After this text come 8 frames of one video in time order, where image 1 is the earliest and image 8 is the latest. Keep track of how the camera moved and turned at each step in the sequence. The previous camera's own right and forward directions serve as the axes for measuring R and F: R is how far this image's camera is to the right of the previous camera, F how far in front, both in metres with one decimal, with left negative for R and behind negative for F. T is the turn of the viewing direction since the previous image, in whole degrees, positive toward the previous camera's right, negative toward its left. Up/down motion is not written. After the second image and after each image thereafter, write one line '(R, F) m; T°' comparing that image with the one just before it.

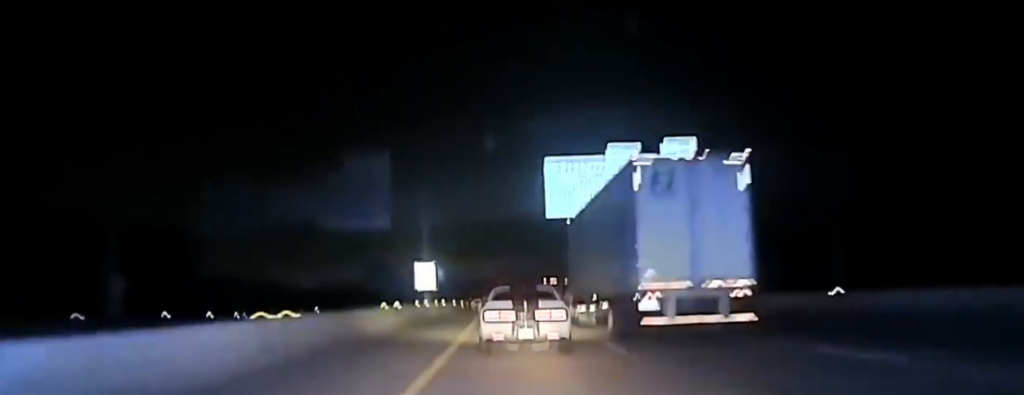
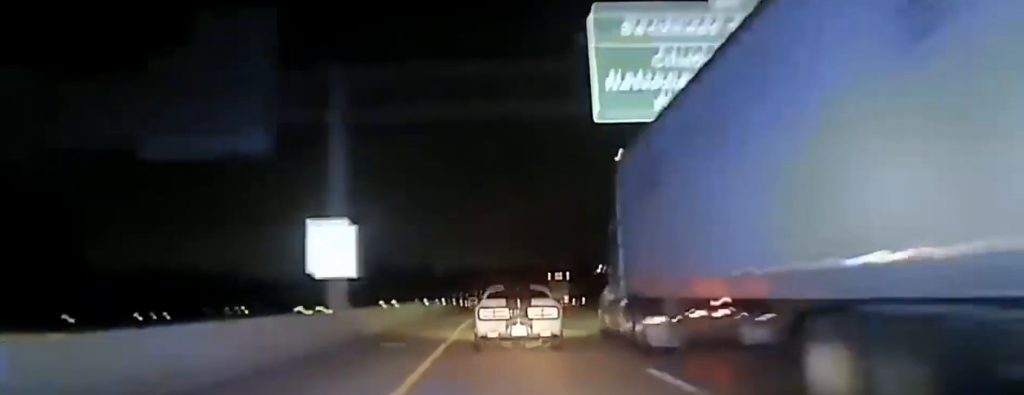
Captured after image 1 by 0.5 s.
(0.0, +31.2) m; 0°
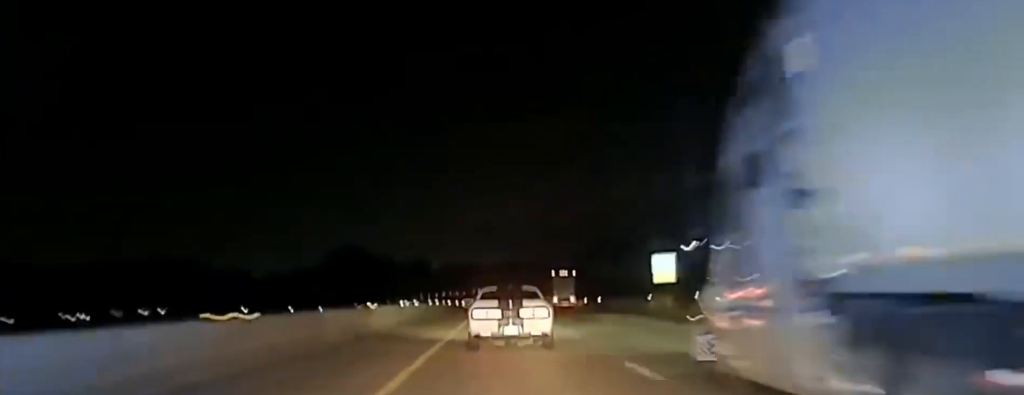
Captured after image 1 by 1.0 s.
(0.0, +25.4) m; 0°
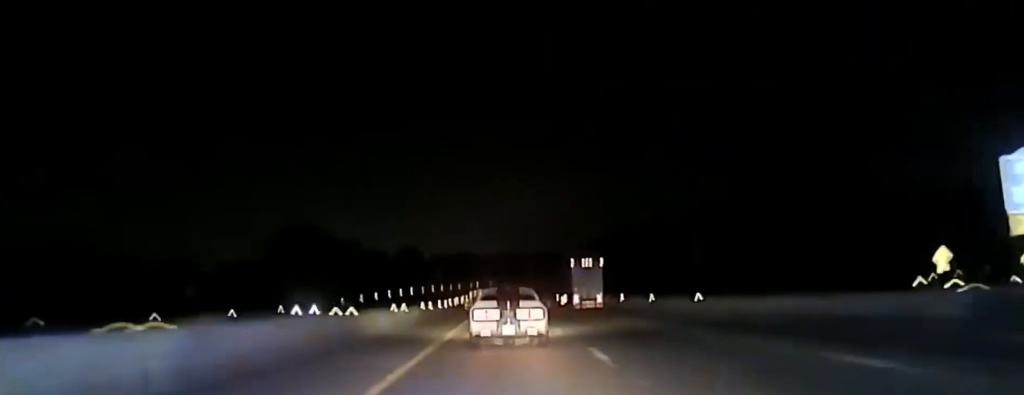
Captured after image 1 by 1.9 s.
(+0.2, +54.9) m; 0°
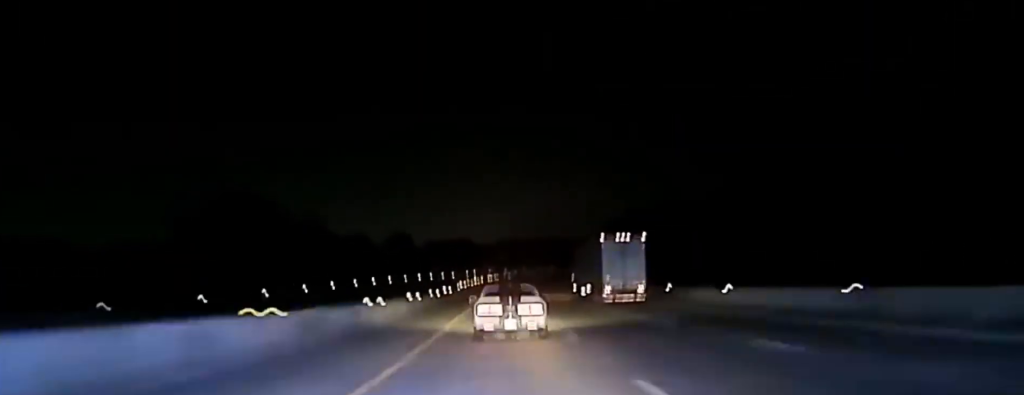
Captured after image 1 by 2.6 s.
(-0.2, +43.7) m; 0°
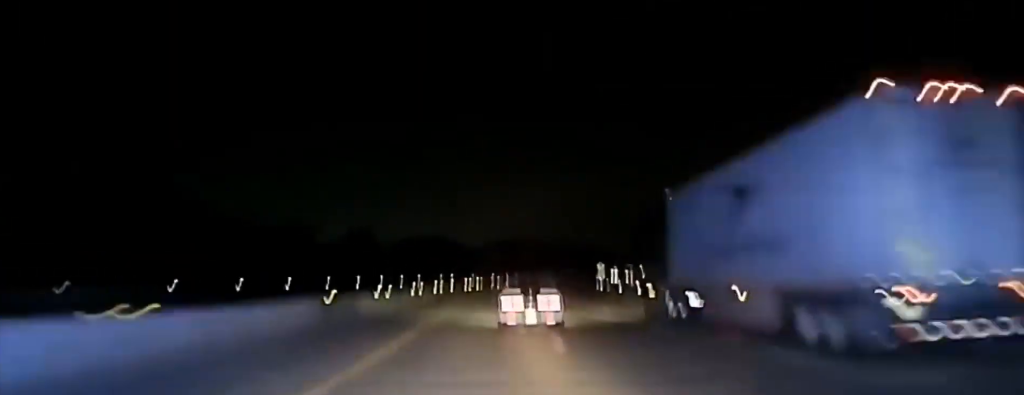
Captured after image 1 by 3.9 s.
(+0.6, +76.6) m; +1°
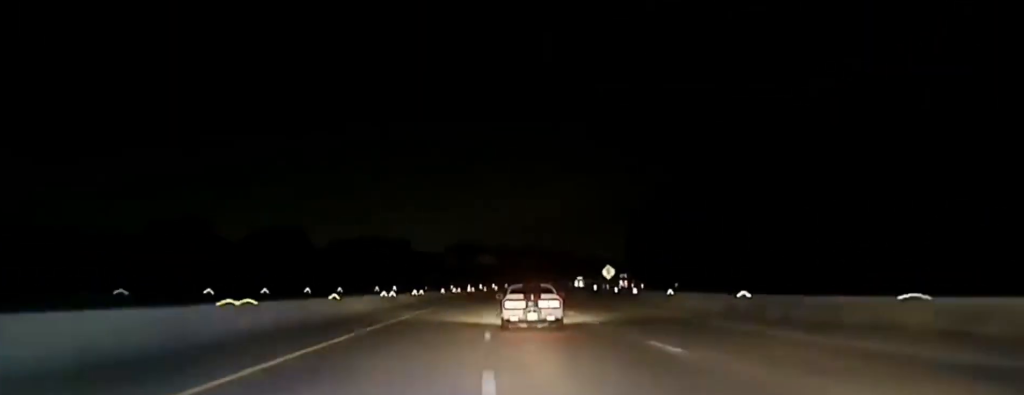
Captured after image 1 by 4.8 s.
(+0.3, +57.1) m; +2°
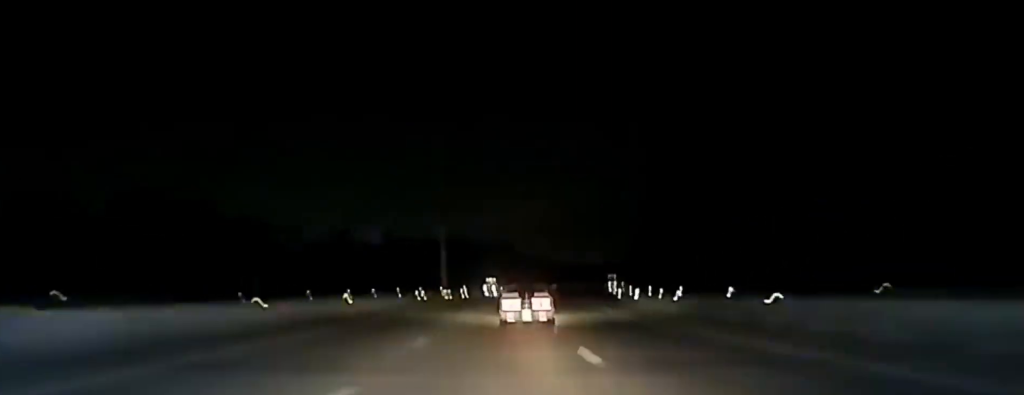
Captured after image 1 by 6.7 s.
(+5.9, +113.1) m; +5°
